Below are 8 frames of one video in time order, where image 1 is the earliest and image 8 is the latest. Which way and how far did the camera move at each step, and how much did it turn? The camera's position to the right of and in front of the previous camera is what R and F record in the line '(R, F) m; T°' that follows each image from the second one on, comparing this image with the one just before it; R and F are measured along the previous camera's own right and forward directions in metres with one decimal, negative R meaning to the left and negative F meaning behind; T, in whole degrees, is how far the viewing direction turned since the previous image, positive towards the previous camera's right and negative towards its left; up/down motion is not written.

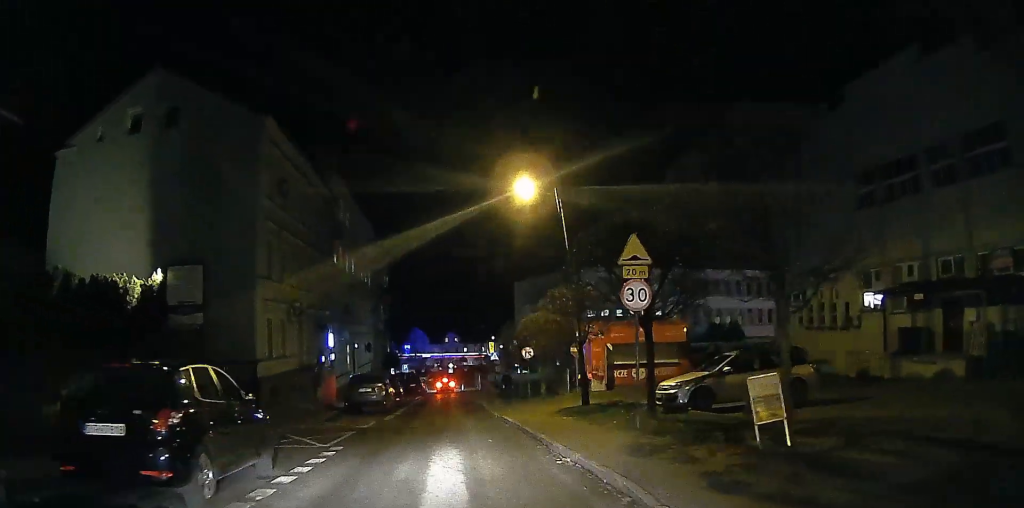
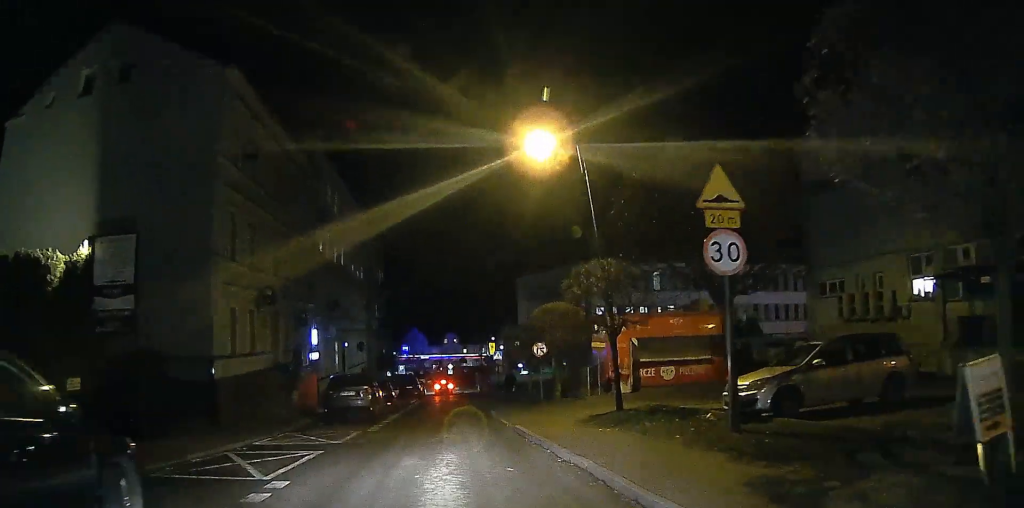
(+0.4, +4.3) m; +4°
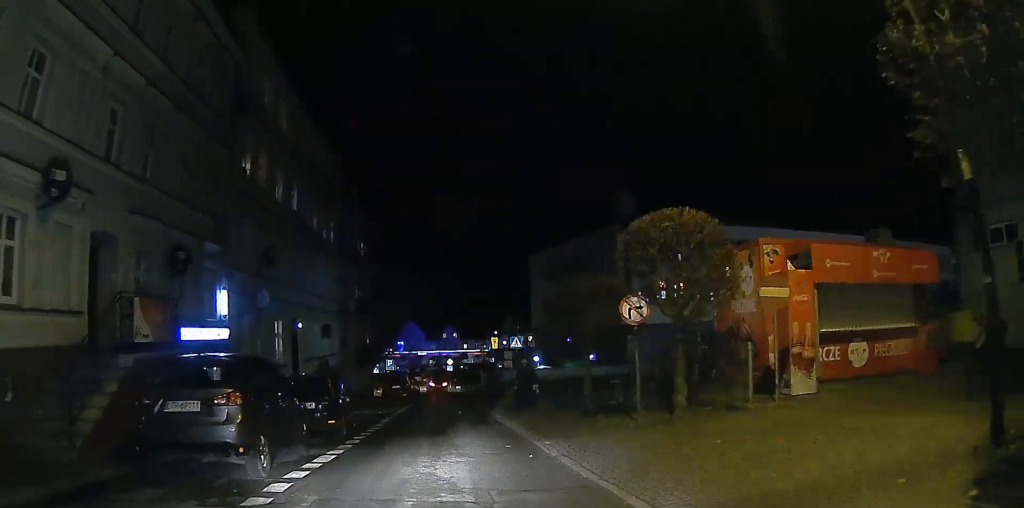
(+0.6, +14.1) m; +1°
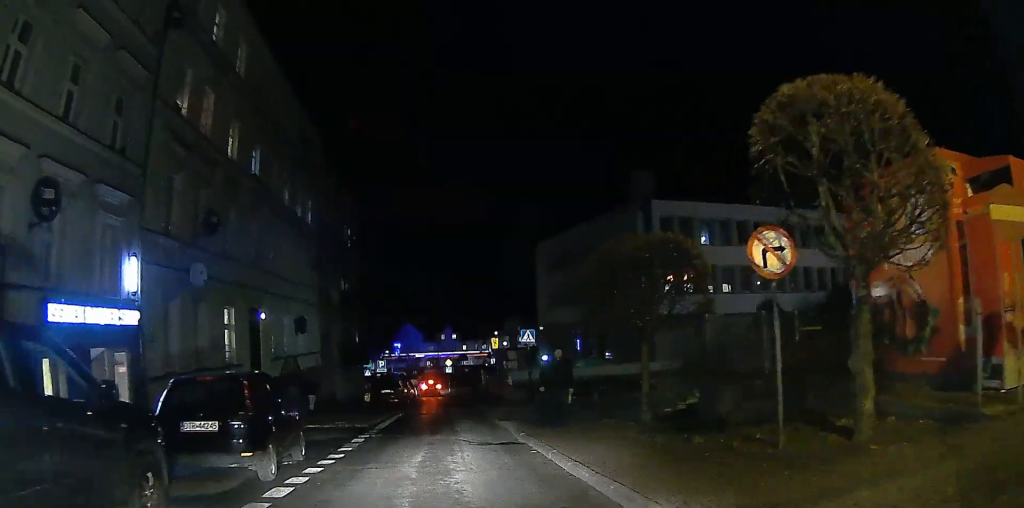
(-0.1, +6.1) m; -1°
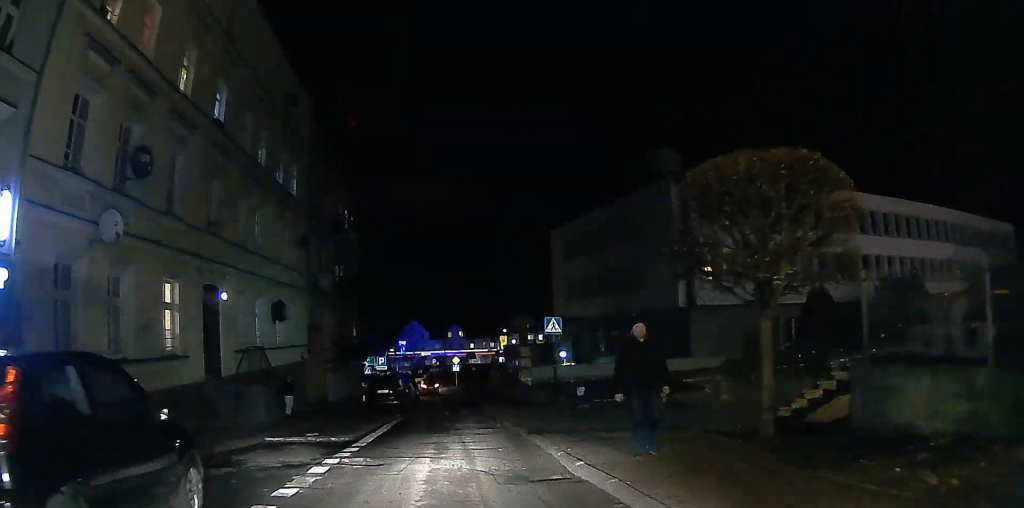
(-0.3, +5.3) m; 0°
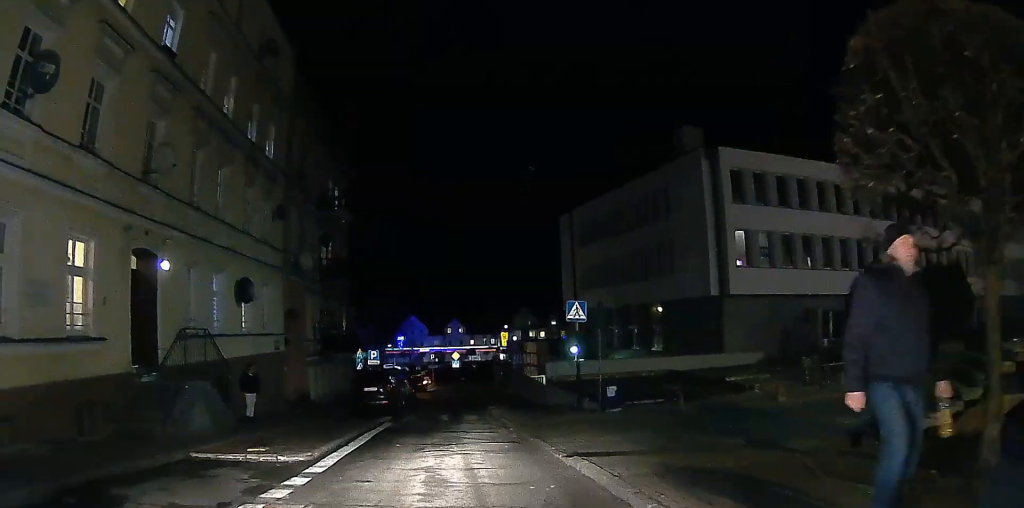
(+0.2, +4.7) m; 0°
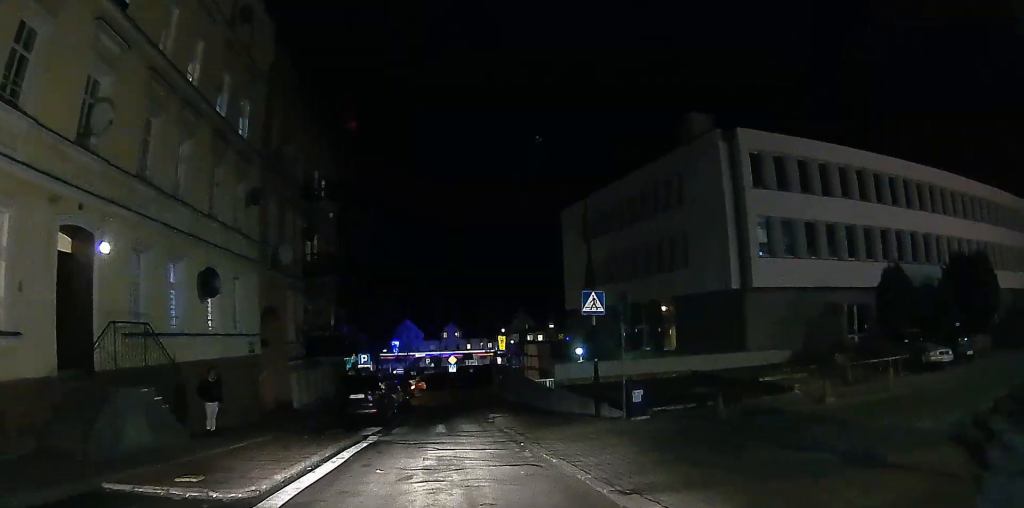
(+0.1, +3.2) m; 0°
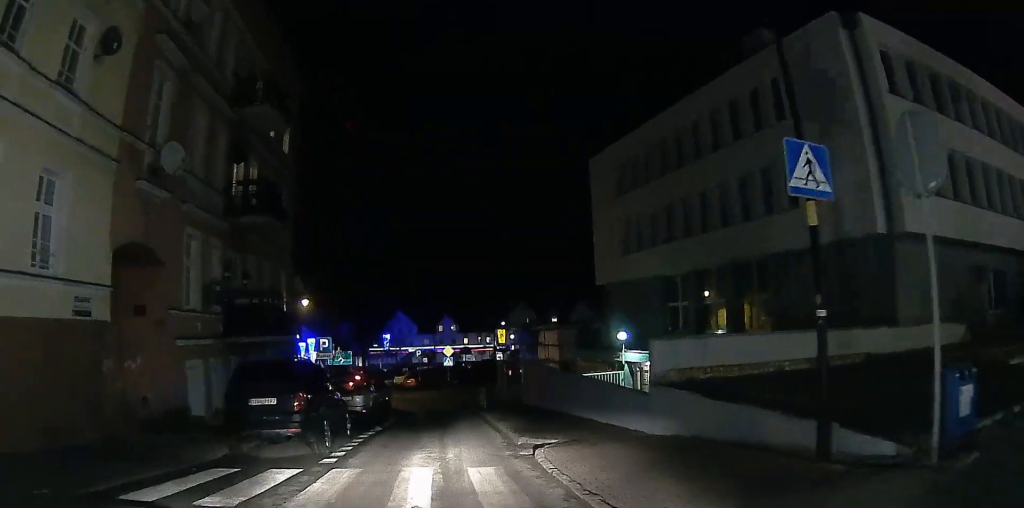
(-0.3, +11.1) m; 0°
